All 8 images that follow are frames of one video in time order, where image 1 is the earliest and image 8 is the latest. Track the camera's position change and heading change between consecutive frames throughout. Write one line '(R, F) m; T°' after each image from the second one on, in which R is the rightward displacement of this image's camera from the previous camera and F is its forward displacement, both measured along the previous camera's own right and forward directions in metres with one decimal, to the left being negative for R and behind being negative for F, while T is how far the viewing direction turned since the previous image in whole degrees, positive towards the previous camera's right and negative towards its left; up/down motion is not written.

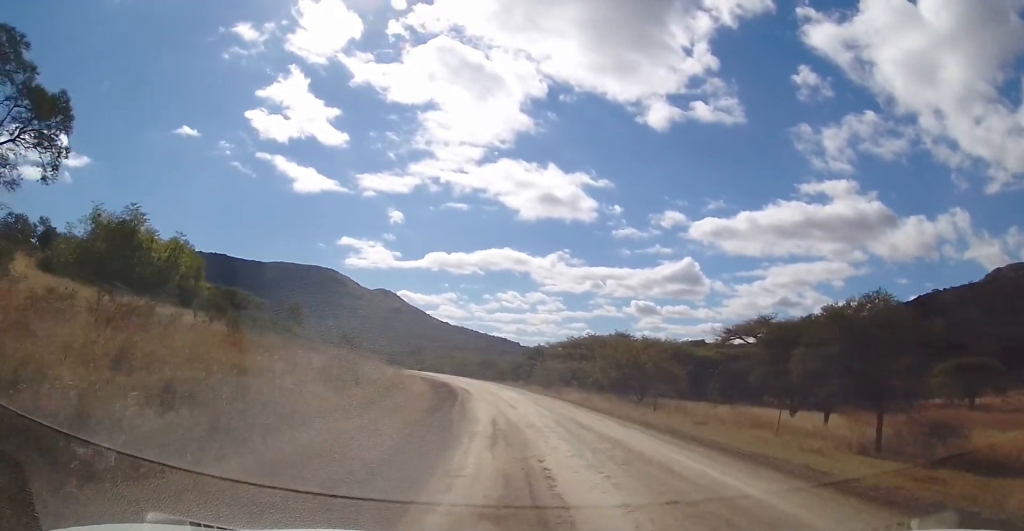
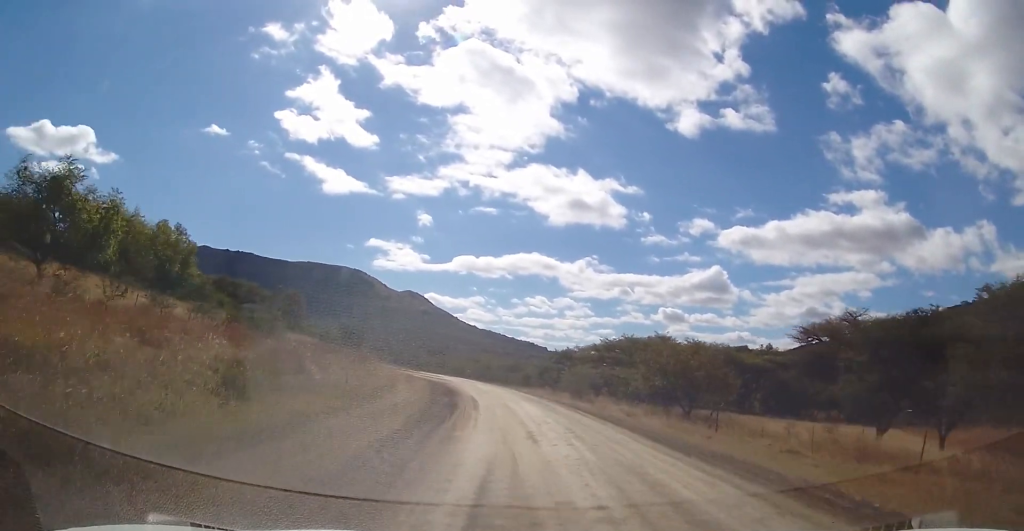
(+0.3, +8.0) m; -2°
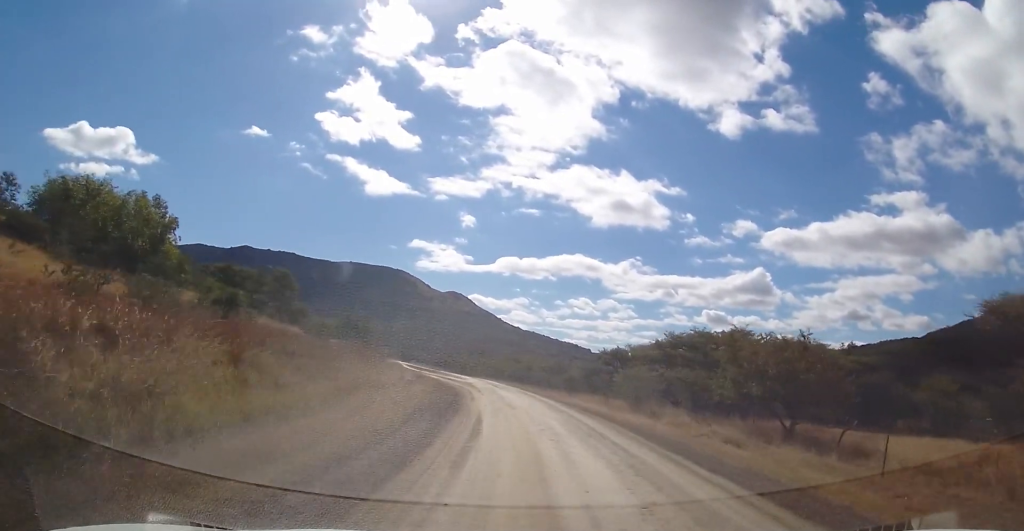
(-0.9, +11.9) m; -4°
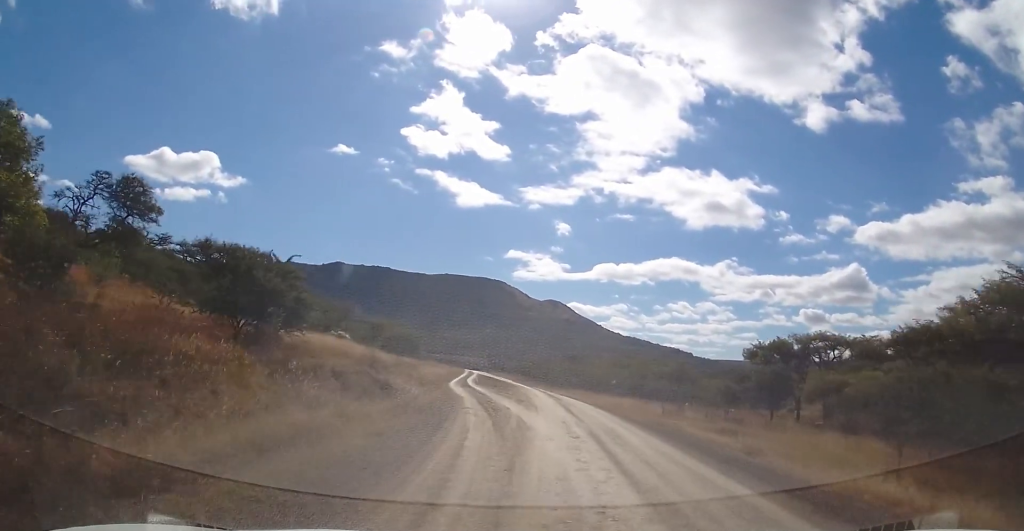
(-2.5, +29.4) m; -9°
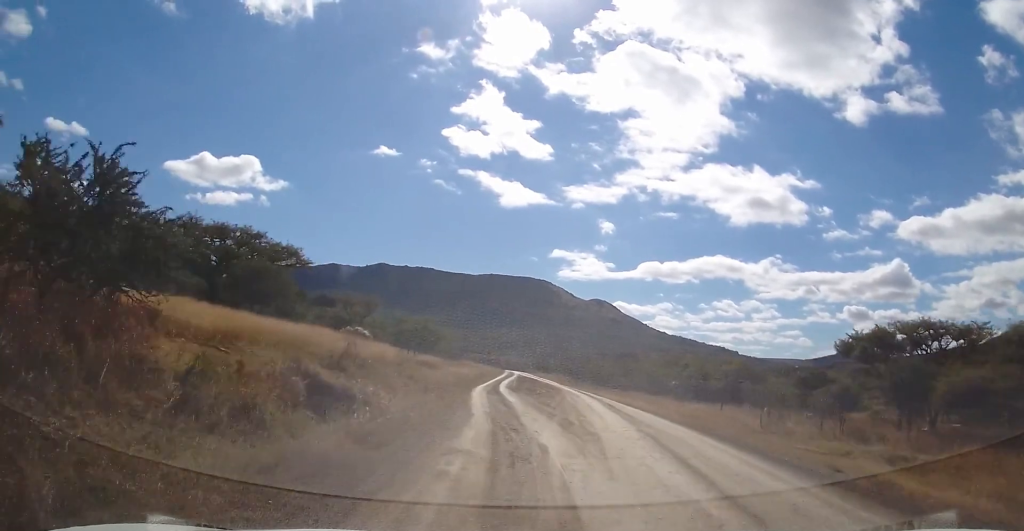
(-0.4, +11.2) m; -2°
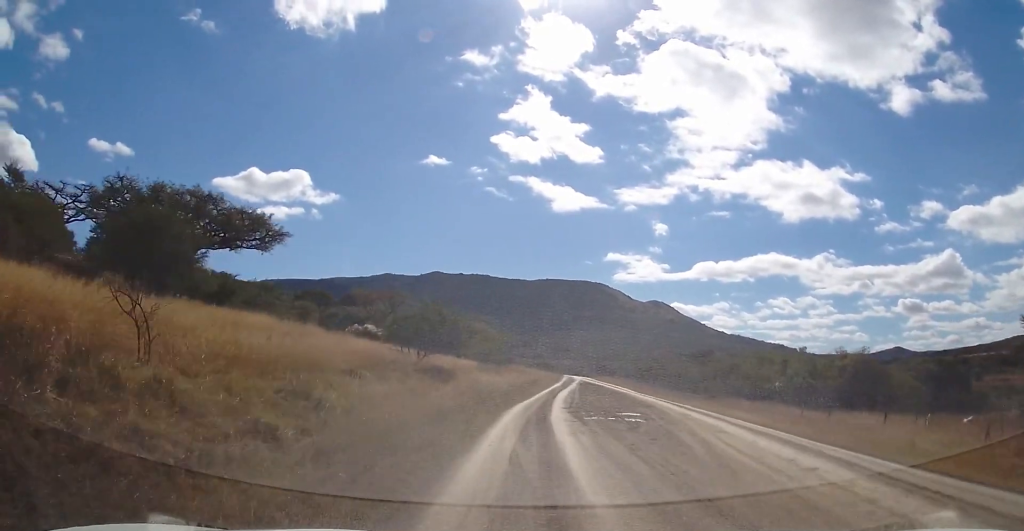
(-0.3, +17.0) m; -7°
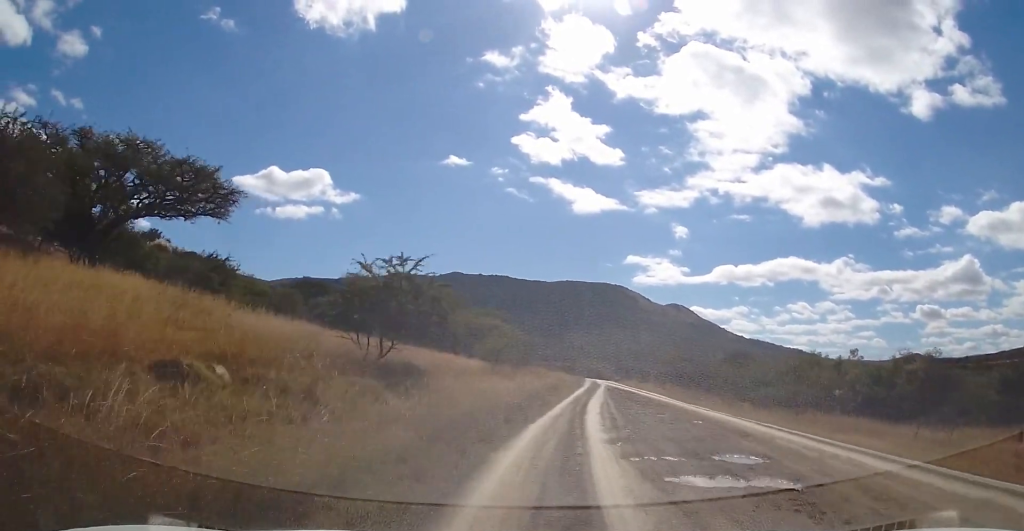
(-1.1, +9.6) m; -2°
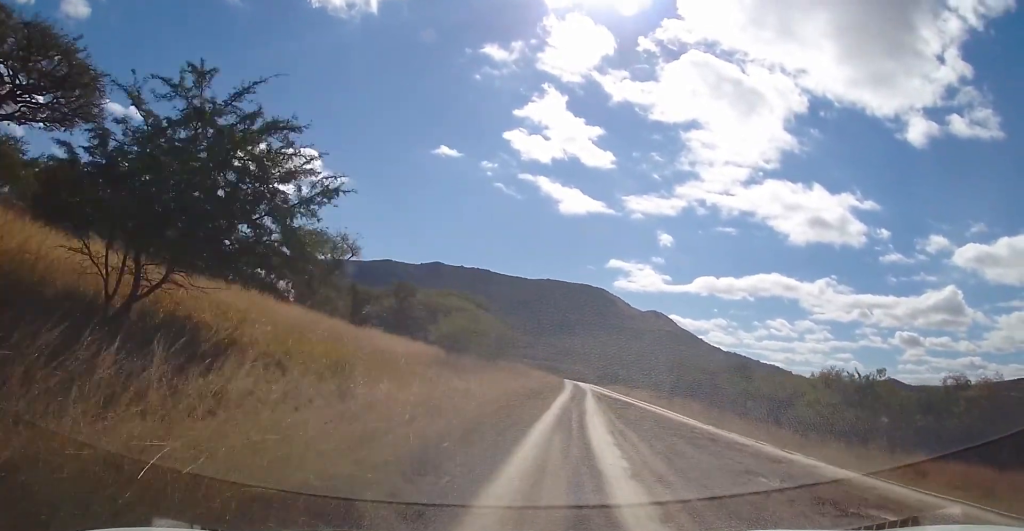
(-0.2, +11.8) m; +1°
